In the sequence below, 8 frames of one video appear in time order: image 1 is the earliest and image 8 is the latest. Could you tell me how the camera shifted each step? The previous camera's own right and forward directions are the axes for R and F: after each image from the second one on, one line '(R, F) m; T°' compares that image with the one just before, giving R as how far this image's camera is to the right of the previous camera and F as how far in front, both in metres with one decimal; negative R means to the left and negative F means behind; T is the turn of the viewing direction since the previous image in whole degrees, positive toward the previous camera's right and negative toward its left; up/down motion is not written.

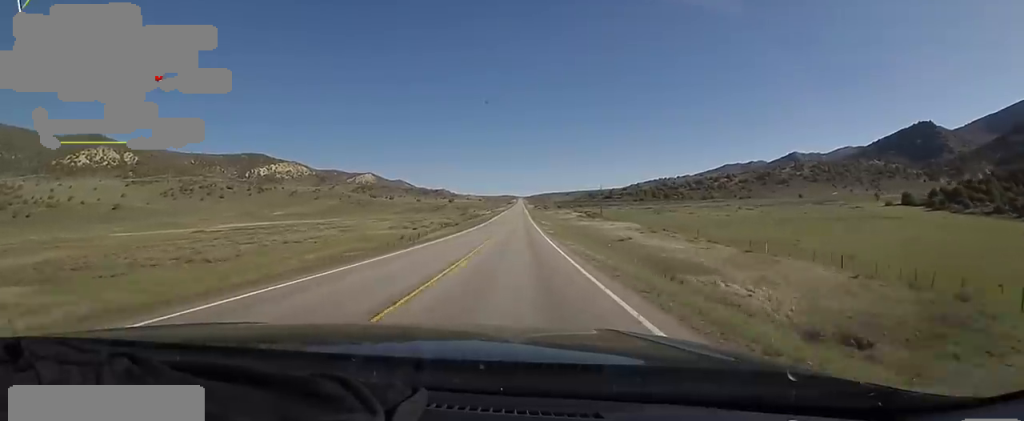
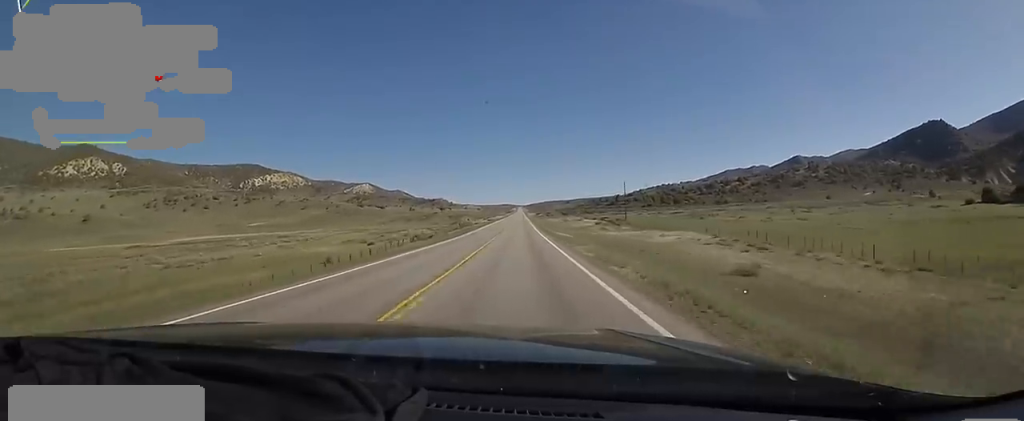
(0.0, +31.6) m; 0°
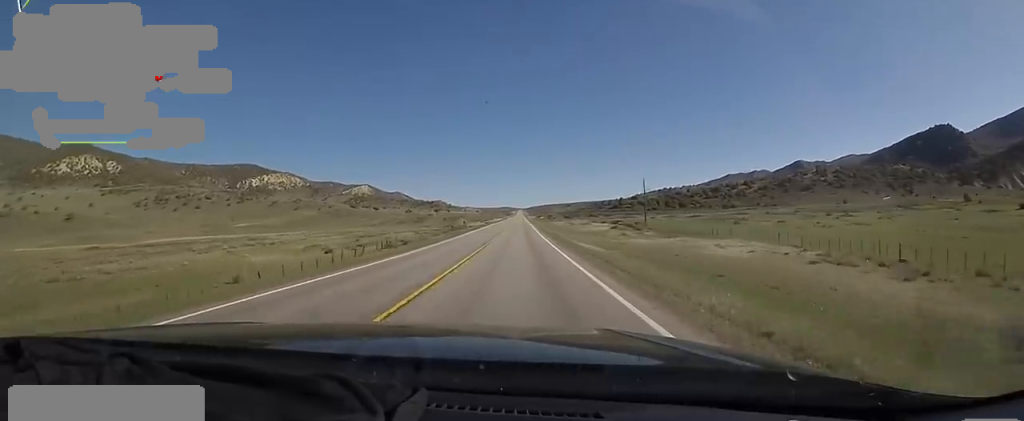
(0.0, +16.7) m; +1°
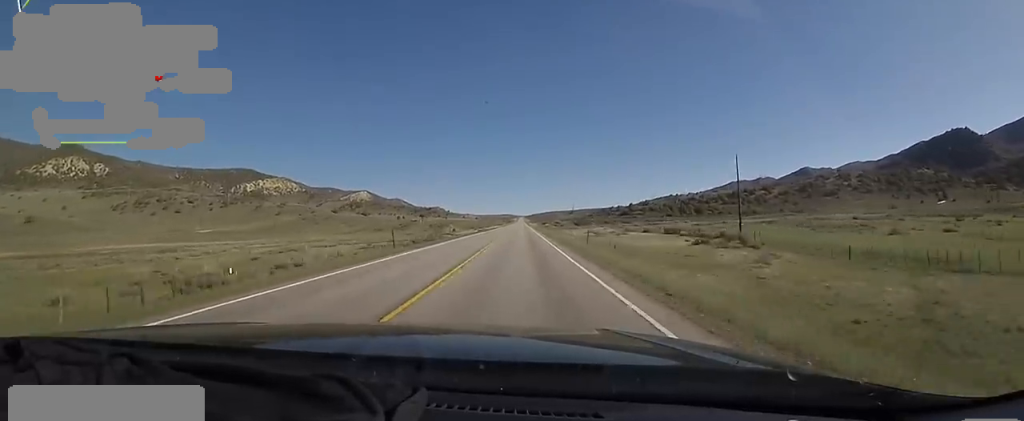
(+0.9, +38.5) m; +1°
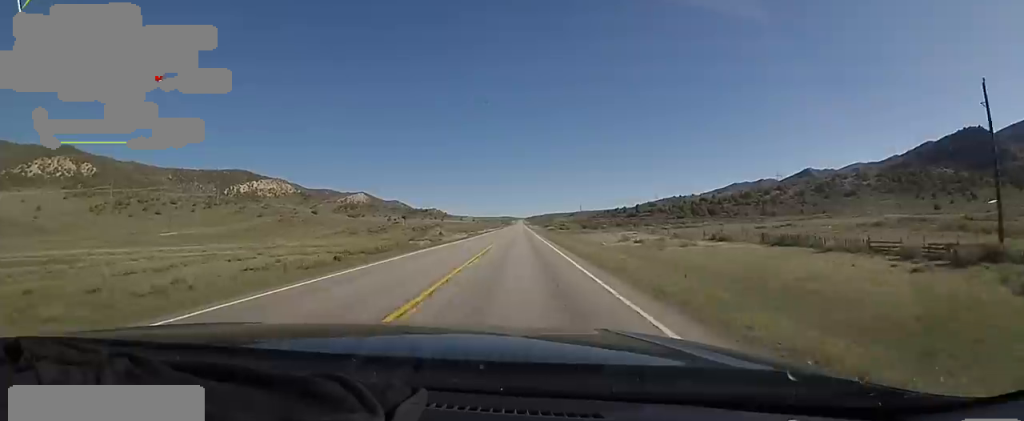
(-0.2, +30.9) m; -1°
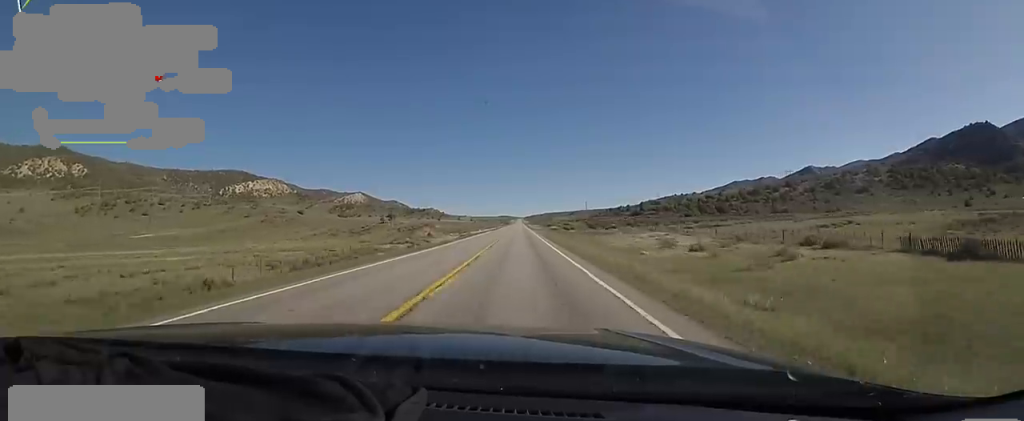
(-0.3, +18.4) m; -1°
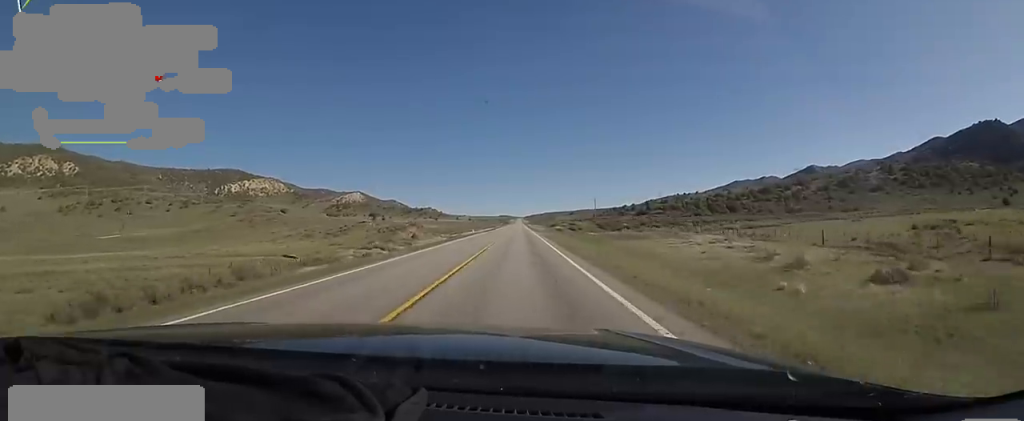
(-0.1, +20.3) m; +1°
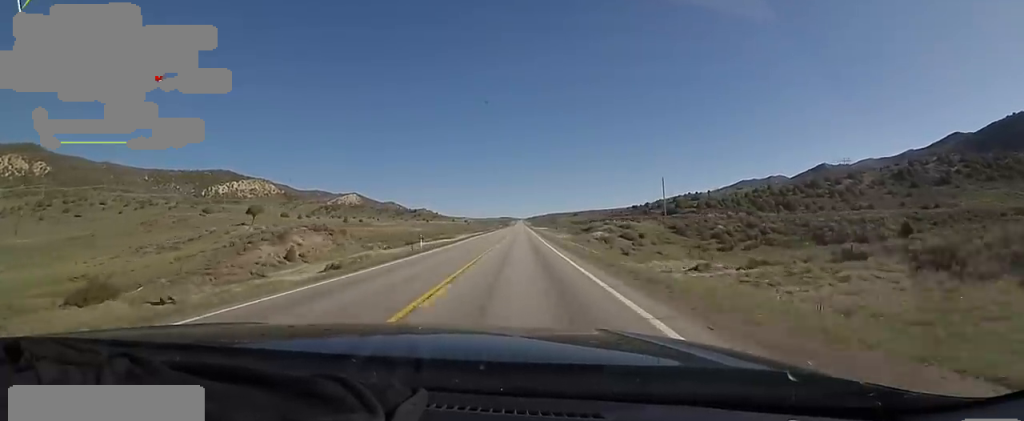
(+0.1, +68.2) m; -1°
